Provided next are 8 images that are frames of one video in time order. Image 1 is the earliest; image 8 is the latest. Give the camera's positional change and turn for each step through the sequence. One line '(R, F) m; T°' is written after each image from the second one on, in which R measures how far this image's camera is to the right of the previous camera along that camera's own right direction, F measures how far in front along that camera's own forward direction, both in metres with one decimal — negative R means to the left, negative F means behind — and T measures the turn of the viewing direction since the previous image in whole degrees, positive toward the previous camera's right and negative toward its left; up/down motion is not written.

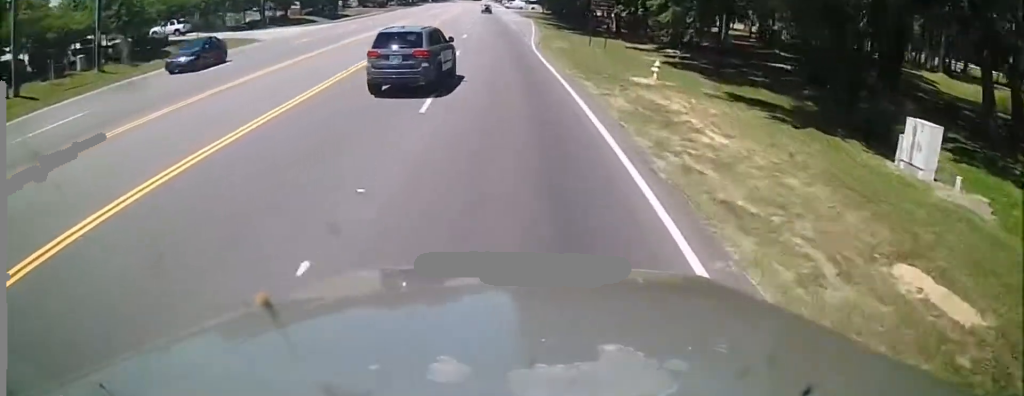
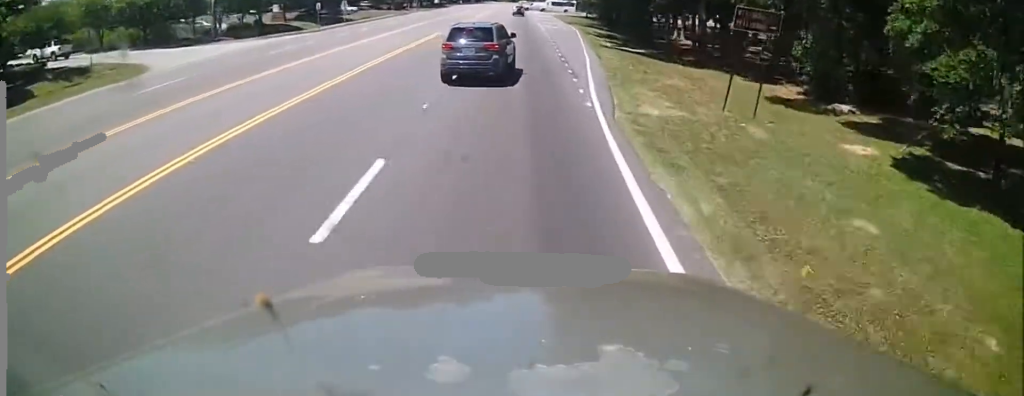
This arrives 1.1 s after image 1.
(-5.2, +19.0) m; -9°
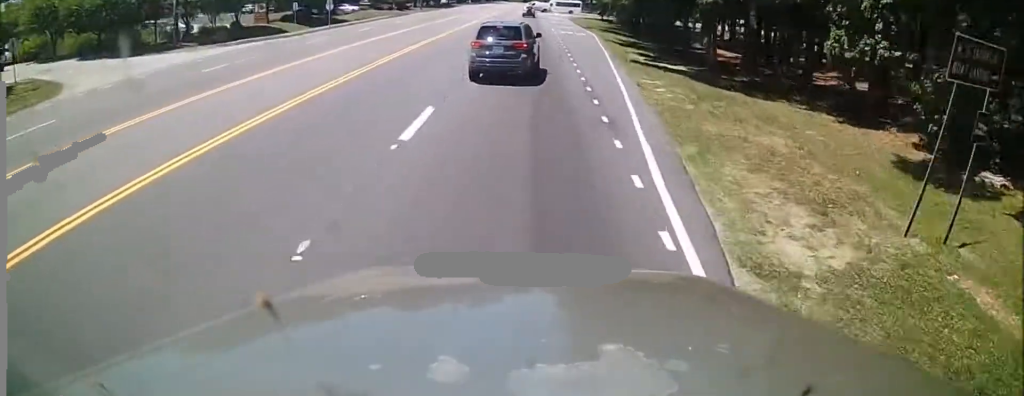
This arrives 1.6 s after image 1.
(+0.9, +7.9) m; +3°
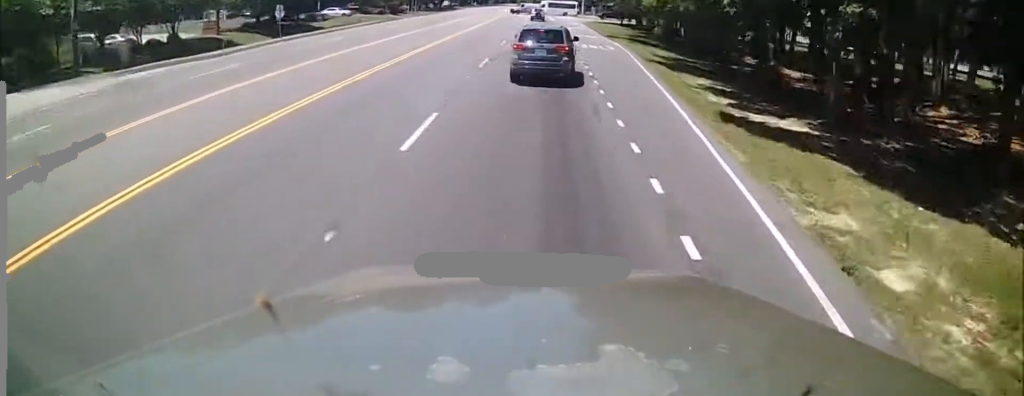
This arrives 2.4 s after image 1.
(+0.5, +12.8) m; +2°
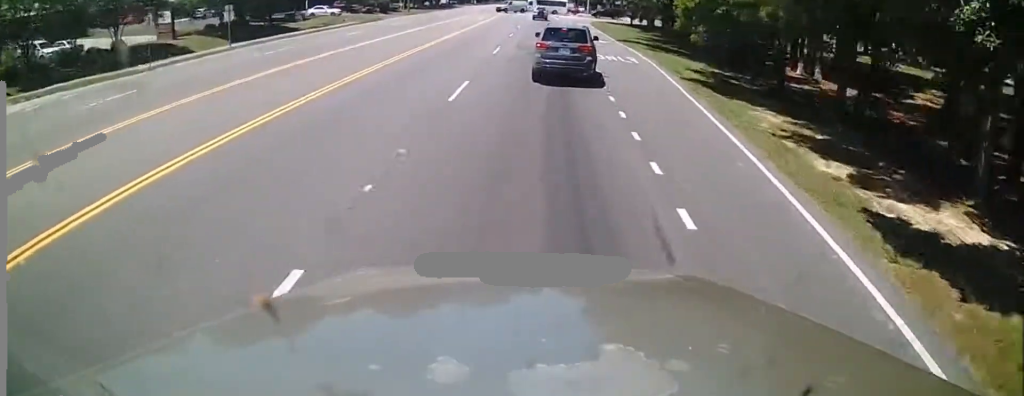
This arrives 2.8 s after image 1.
(-0.1, +7.7) m; -1°
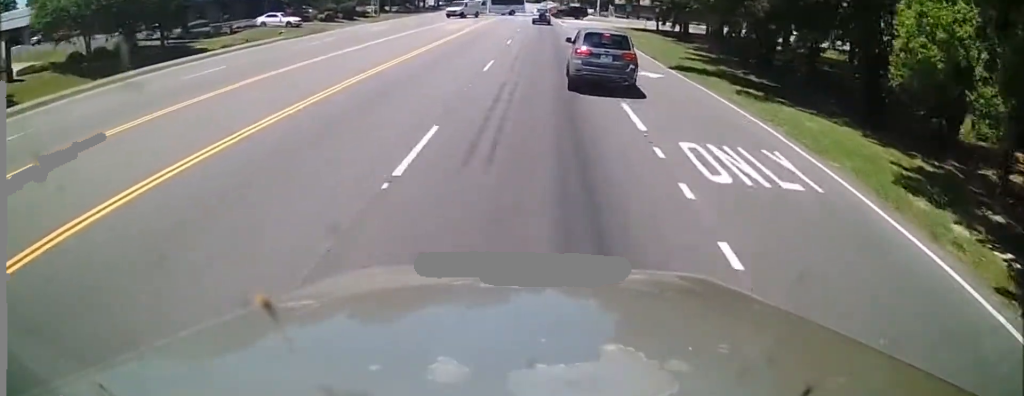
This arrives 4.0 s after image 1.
(0.0, +18.5) m; 0°
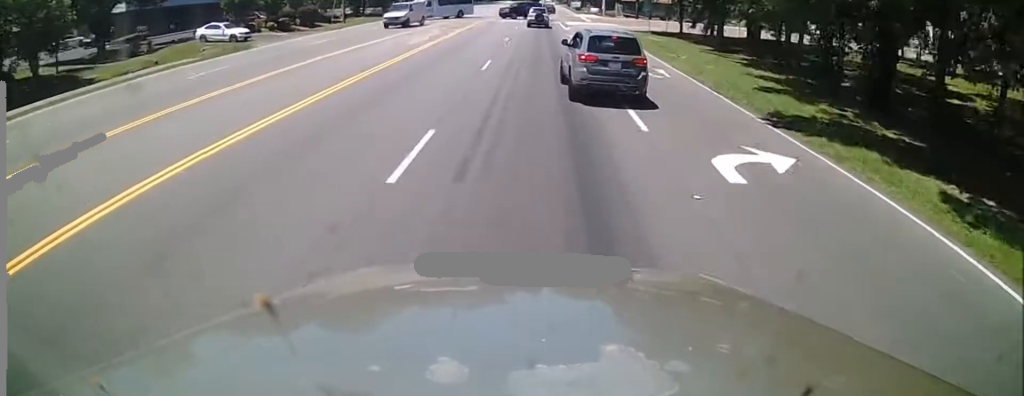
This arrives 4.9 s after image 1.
(+0.1, +12.9) m; 0°
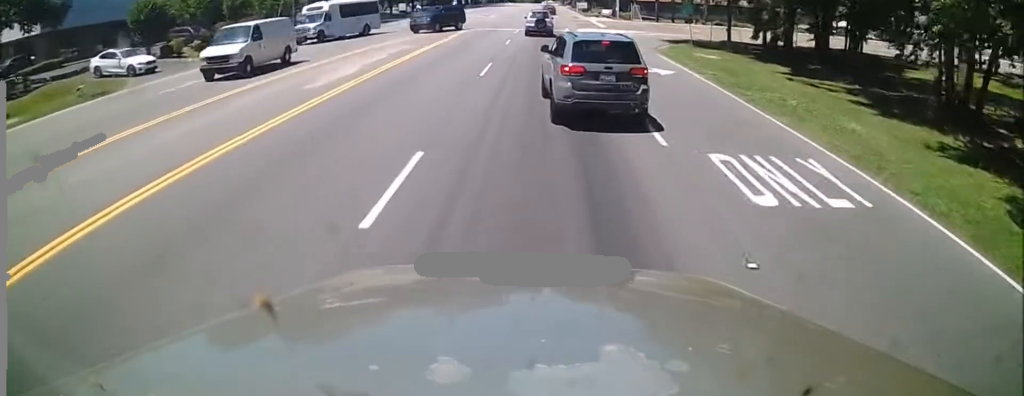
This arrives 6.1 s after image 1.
(+0.1, +14.5) m; +3°
